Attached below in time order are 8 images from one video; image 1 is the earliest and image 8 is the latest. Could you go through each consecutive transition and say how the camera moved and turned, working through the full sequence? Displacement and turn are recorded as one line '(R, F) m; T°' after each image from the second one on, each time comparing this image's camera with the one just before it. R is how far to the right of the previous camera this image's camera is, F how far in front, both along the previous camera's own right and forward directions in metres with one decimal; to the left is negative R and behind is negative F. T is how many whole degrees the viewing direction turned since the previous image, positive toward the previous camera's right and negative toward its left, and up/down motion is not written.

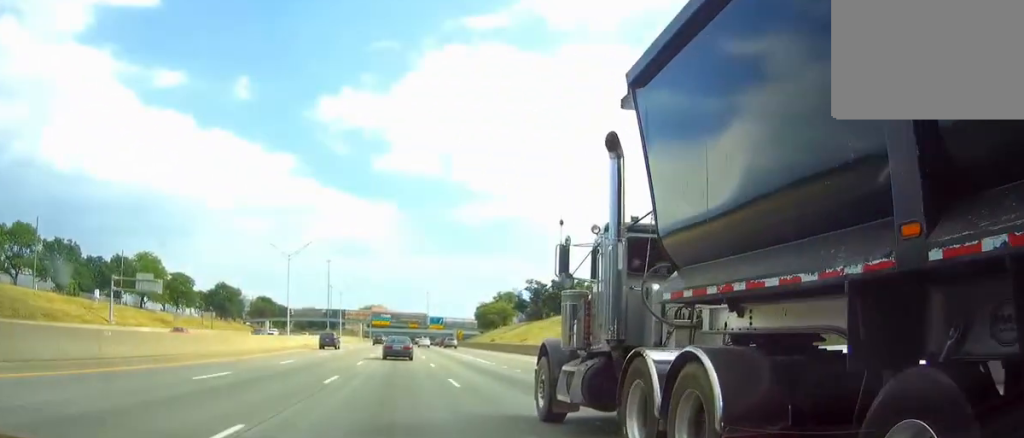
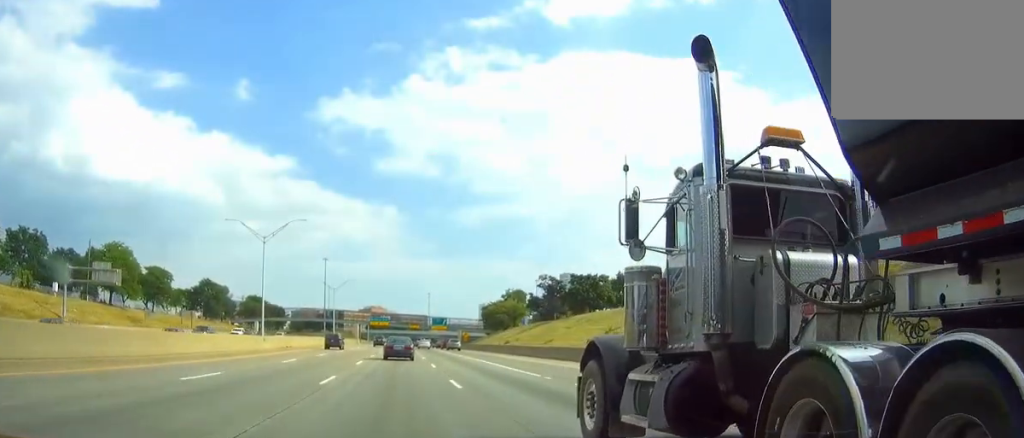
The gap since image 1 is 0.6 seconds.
(+0.1, +17.0) m; 0°
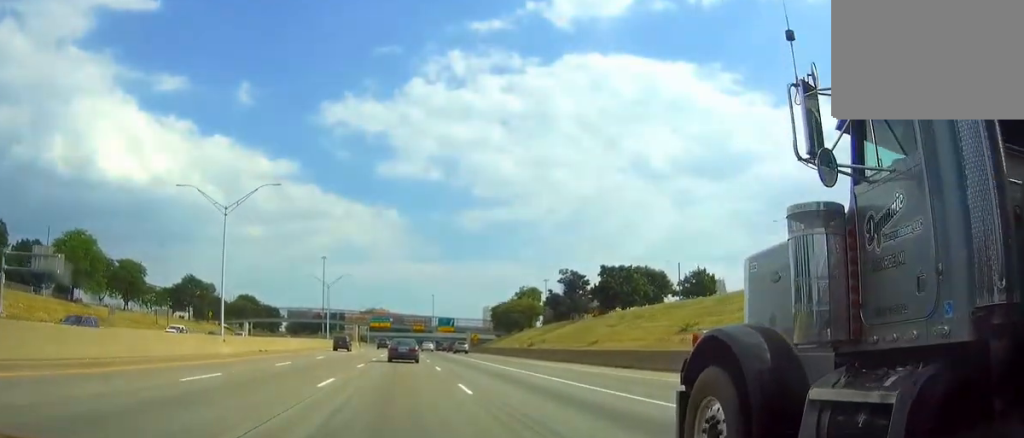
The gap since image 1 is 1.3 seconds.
(+0.2, +17.6) m; +1°
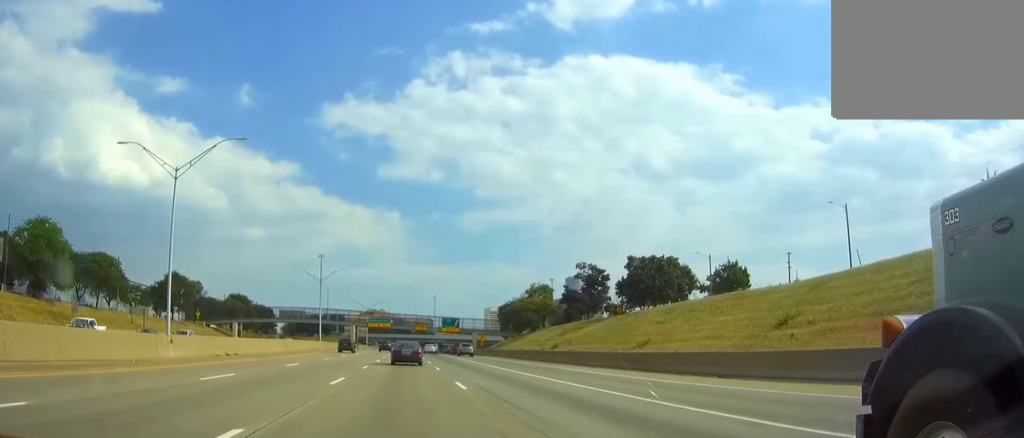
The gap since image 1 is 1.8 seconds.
(0.0, +13.3) m; 0°
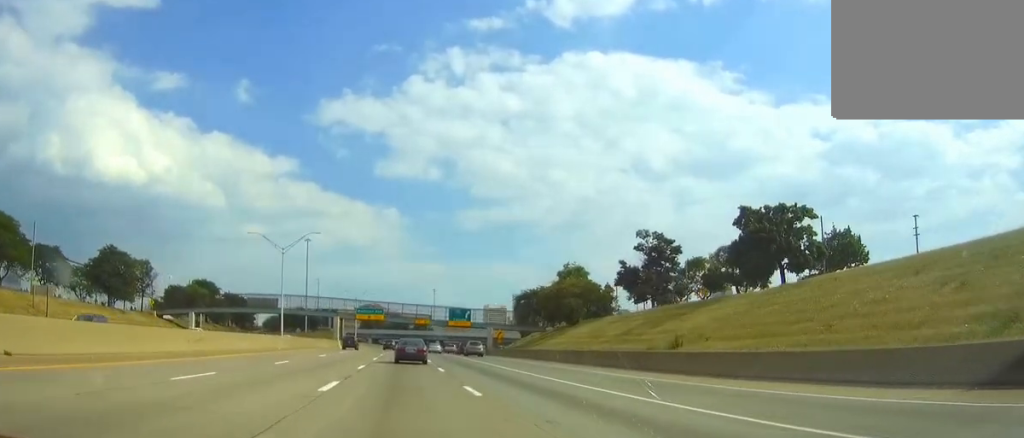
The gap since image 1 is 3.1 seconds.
(0.0, +34.7) m; 0°
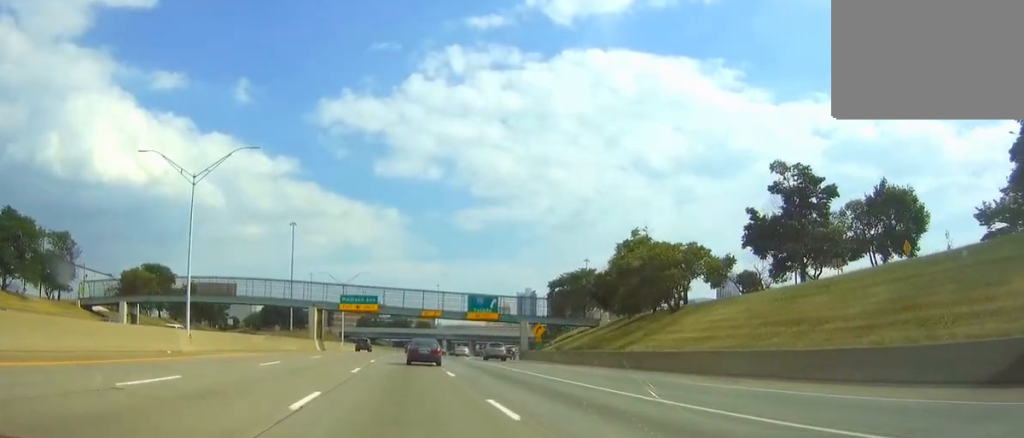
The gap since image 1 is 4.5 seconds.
(+0.1, +36.6) m; 0°
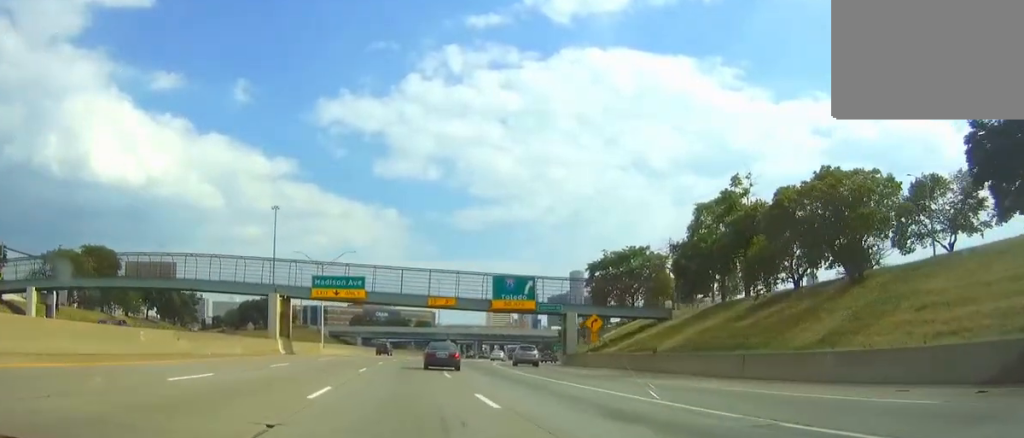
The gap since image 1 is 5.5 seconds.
(+0.1, +27.8) m; +1°
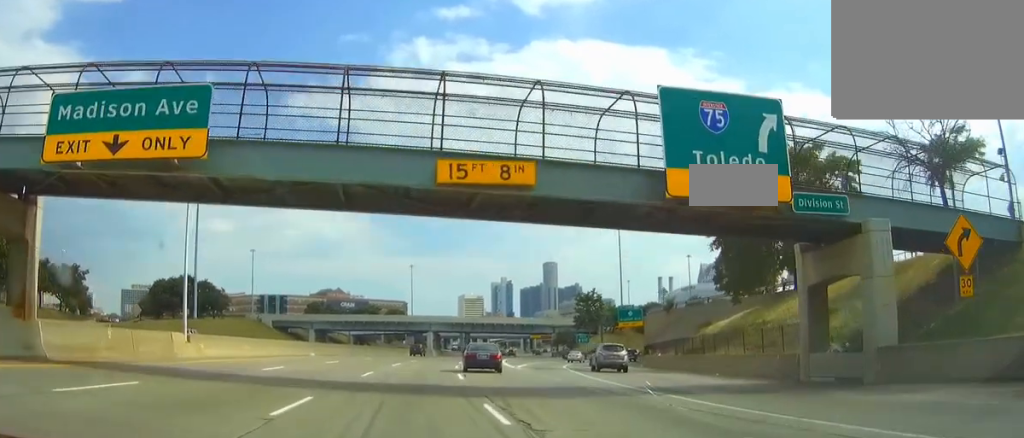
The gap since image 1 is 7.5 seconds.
(+0.8, +49.6) m; +3°
